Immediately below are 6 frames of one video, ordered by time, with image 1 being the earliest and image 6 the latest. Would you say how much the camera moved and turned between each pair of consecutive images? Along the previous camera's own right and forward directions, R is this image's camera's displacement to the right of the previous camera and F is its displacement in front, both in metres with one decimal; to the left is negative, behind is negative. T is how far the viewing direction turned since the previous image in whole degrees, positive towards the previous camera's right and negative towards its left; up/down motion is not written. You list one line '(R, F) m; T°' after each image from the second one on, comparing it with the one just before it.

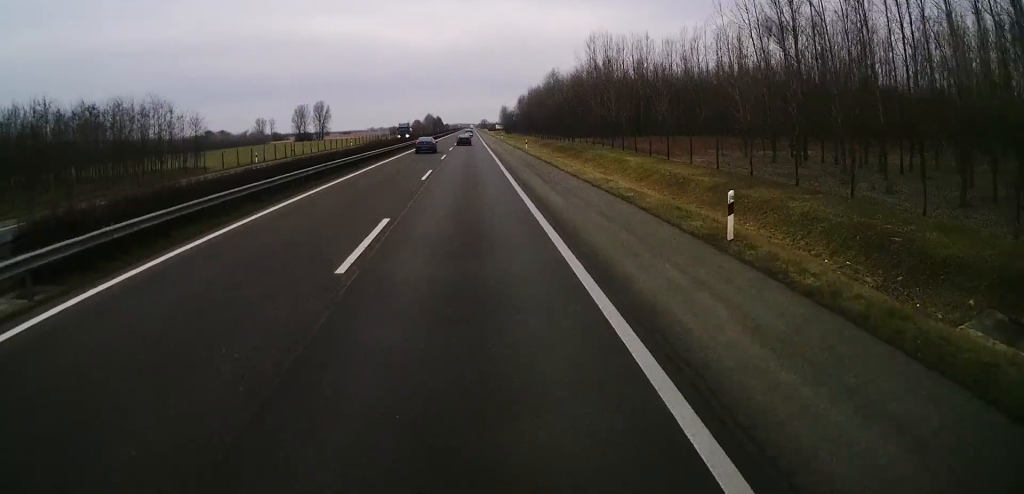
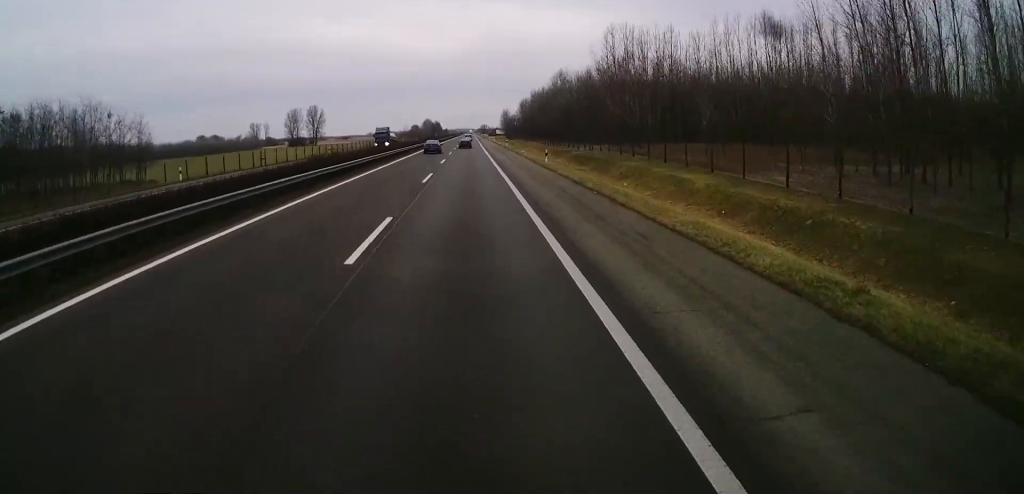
(0.0, +17.2) m; 0°
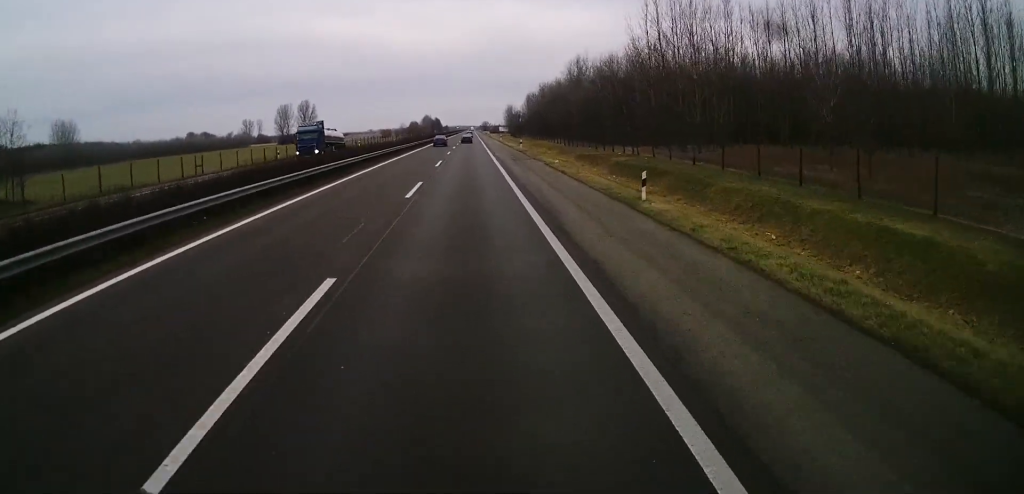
(0.0, +25.8) m; +1°
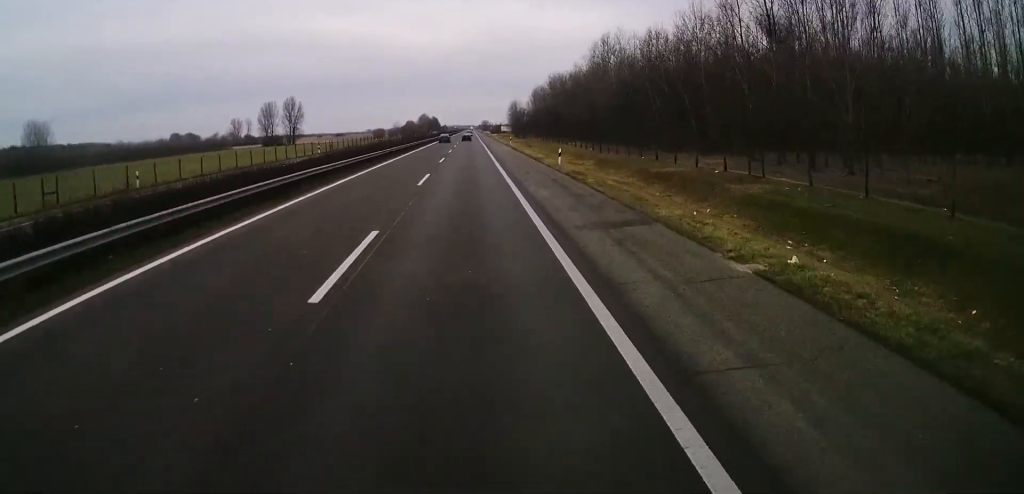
(+0.2, +30.9) m; 0°
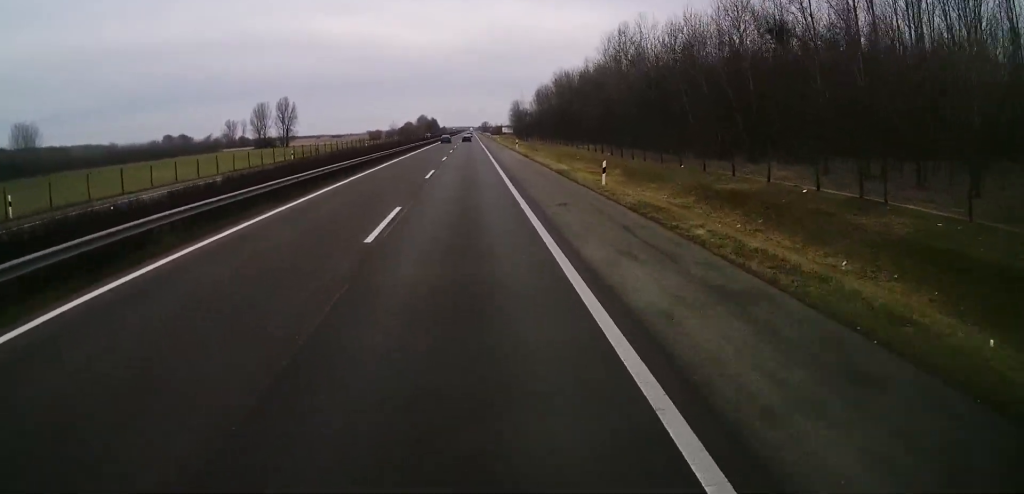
(-0.2, +13.0) m; 0°
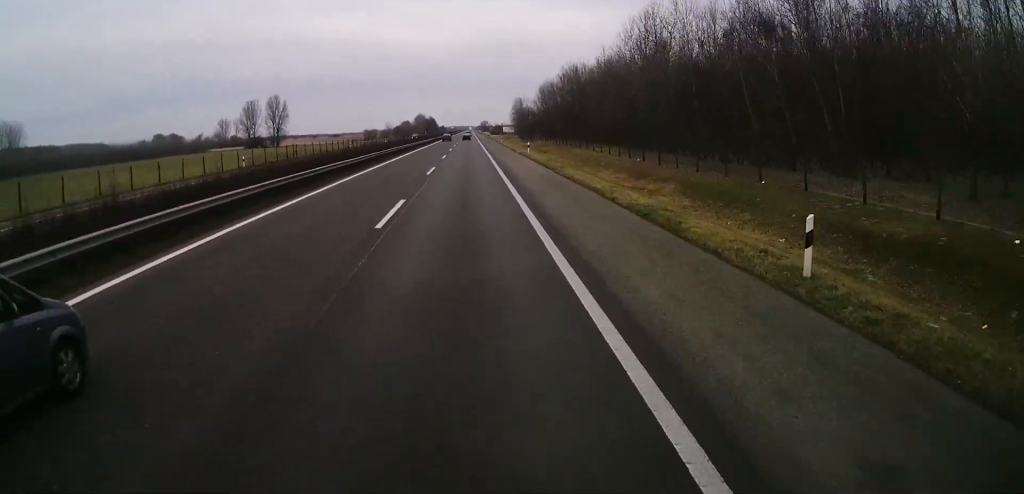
(+0.1, +16.0) m; 0°
